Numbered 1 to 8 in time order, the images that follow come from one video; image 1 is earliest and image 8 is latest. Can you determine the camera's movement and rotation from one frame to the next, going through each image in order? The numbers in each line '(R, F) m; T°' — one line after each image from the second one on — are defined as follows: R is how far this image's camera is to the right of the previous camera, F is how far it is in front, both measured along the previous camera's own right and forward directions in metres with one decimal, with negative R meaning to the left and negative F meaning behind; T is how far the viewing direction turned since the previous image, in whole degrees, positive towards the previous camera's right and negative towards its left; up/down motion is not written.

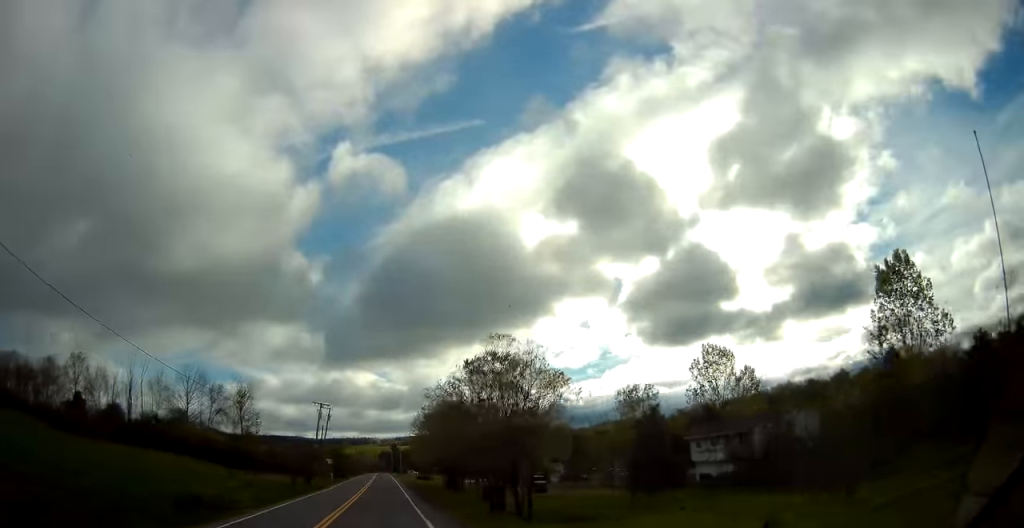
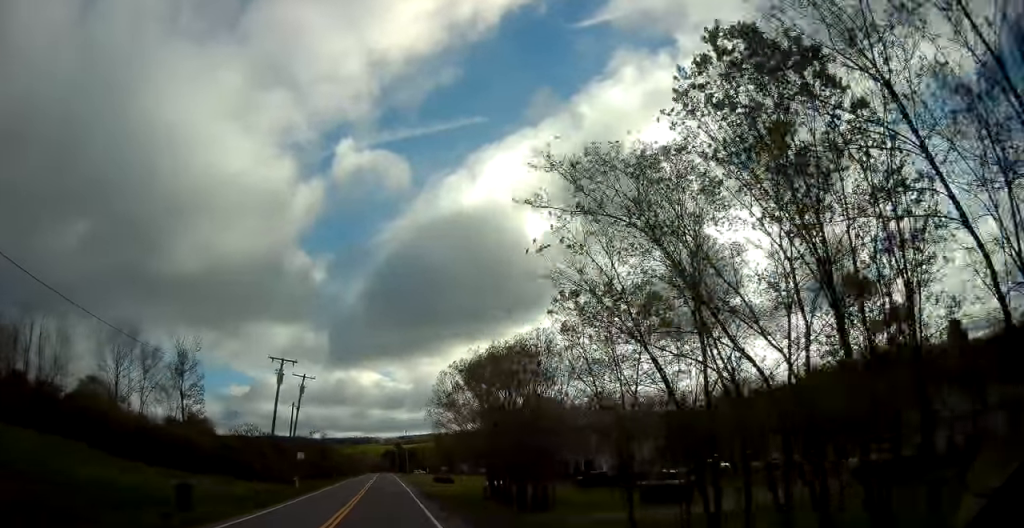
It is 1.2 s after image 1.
(-0.2, +29.4) m; 0°
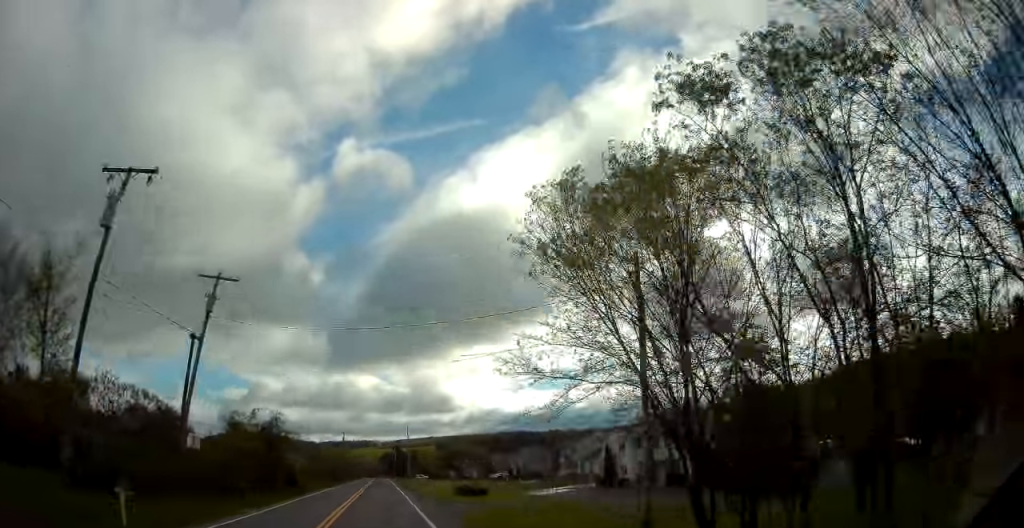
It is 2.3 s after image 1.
(+0.1, +29.4) m; 0°
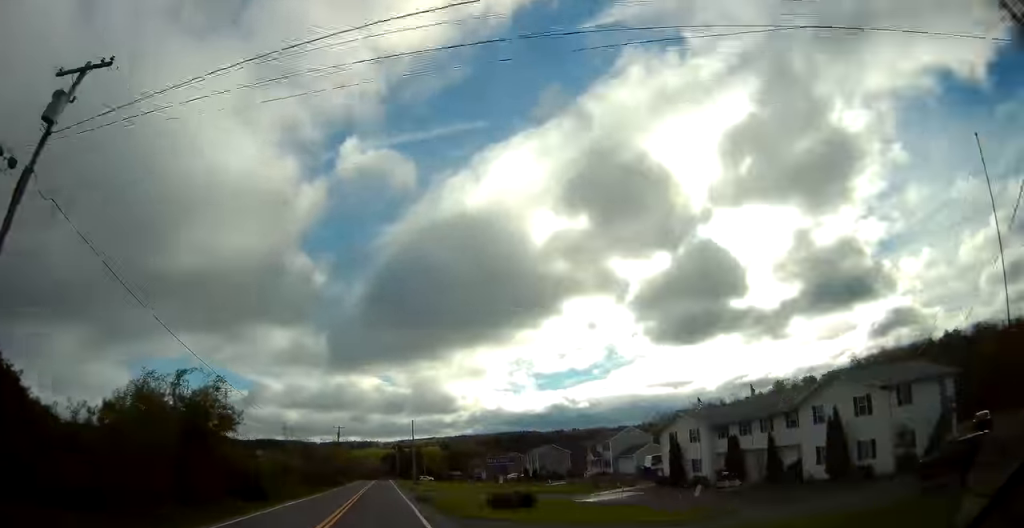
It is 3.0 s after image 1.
(0.0, +15.9) m; 0°
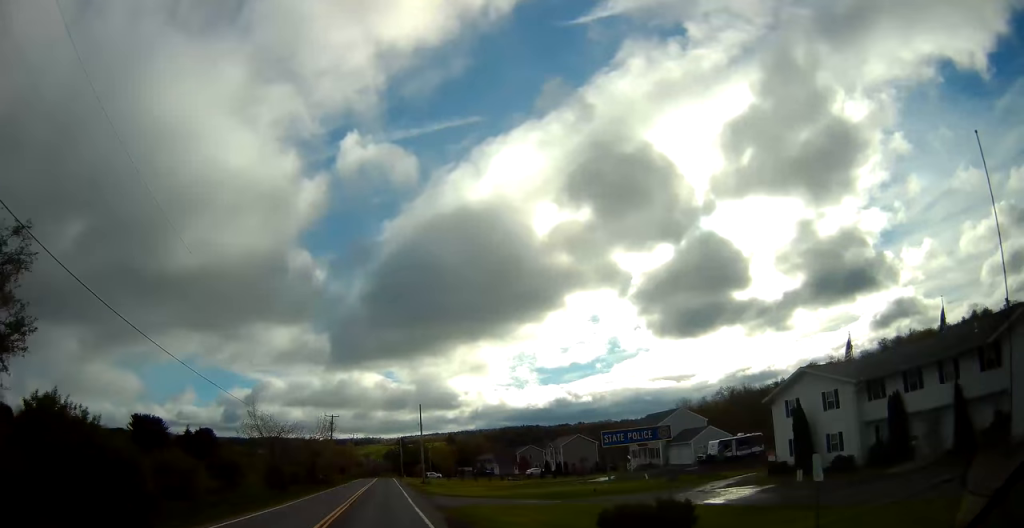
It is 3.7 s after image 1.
(-0.3, +17.6) m; -1°
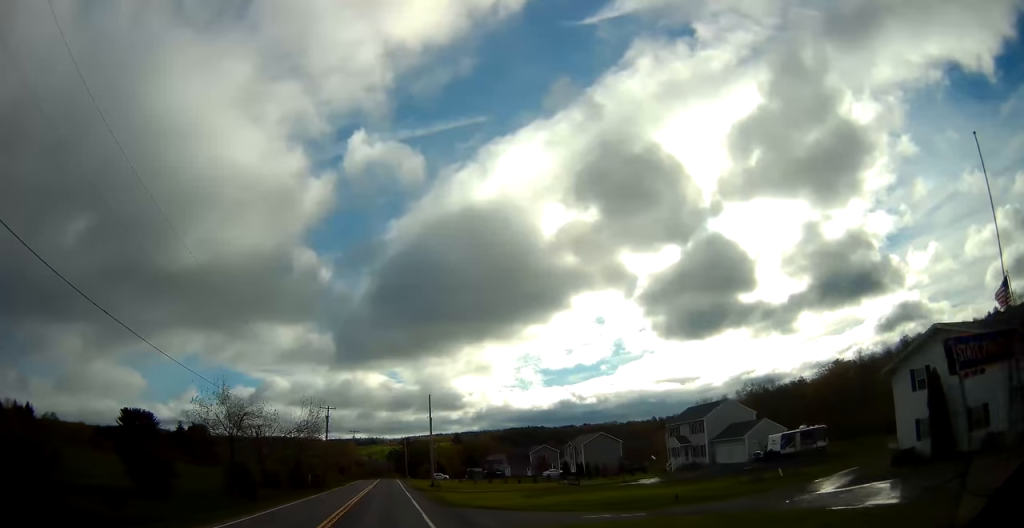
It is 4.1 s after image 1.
(0.0, +11.7) m; 0°
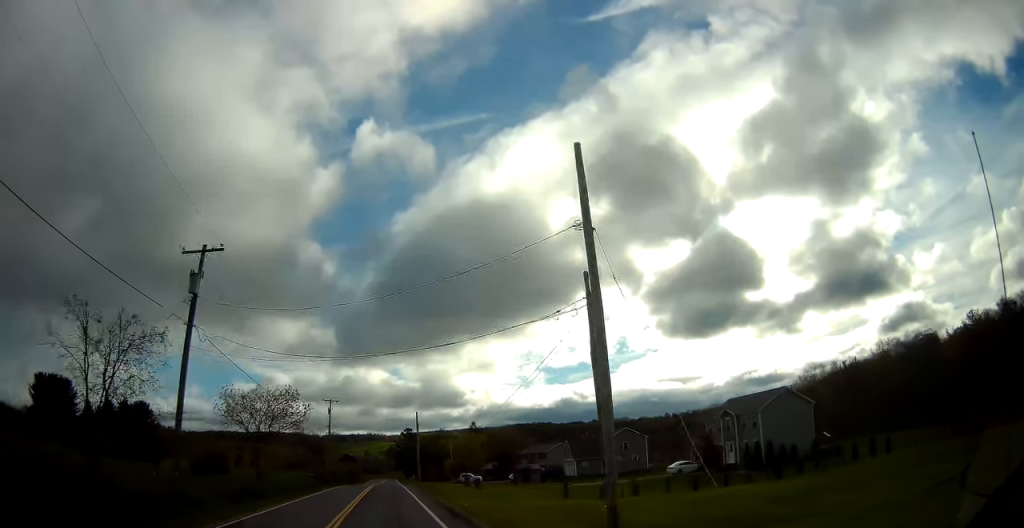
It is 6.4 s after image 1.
(0.0, +56.4) m; 0°
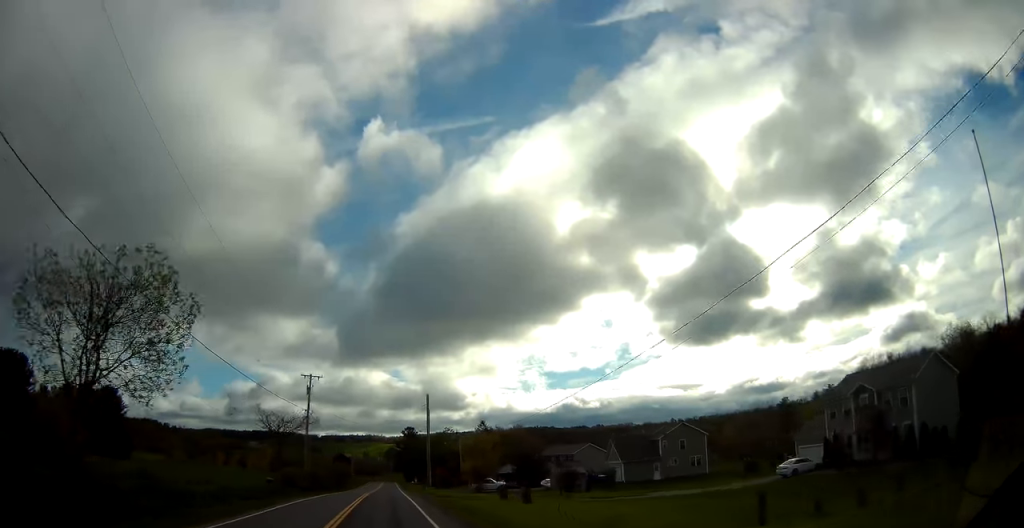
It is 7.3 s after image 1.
(0.0, +21.7) m; 0°
